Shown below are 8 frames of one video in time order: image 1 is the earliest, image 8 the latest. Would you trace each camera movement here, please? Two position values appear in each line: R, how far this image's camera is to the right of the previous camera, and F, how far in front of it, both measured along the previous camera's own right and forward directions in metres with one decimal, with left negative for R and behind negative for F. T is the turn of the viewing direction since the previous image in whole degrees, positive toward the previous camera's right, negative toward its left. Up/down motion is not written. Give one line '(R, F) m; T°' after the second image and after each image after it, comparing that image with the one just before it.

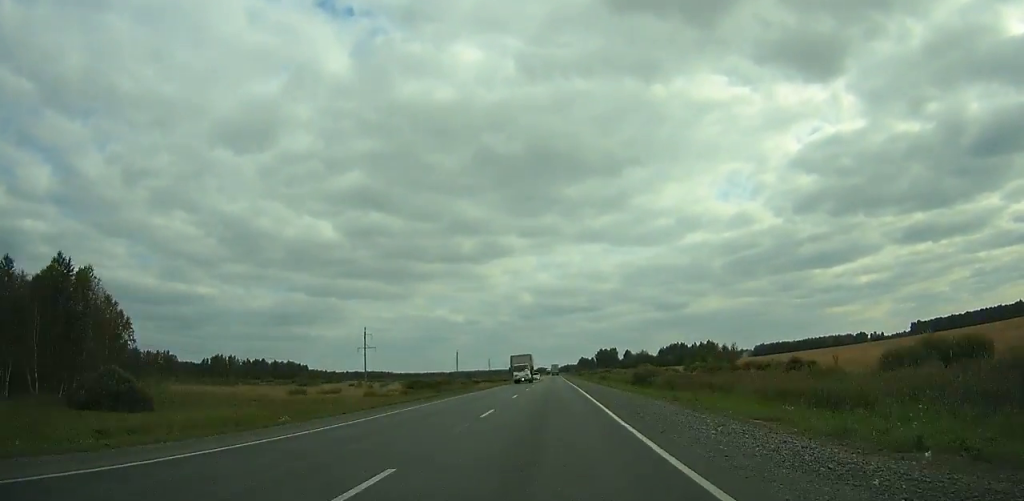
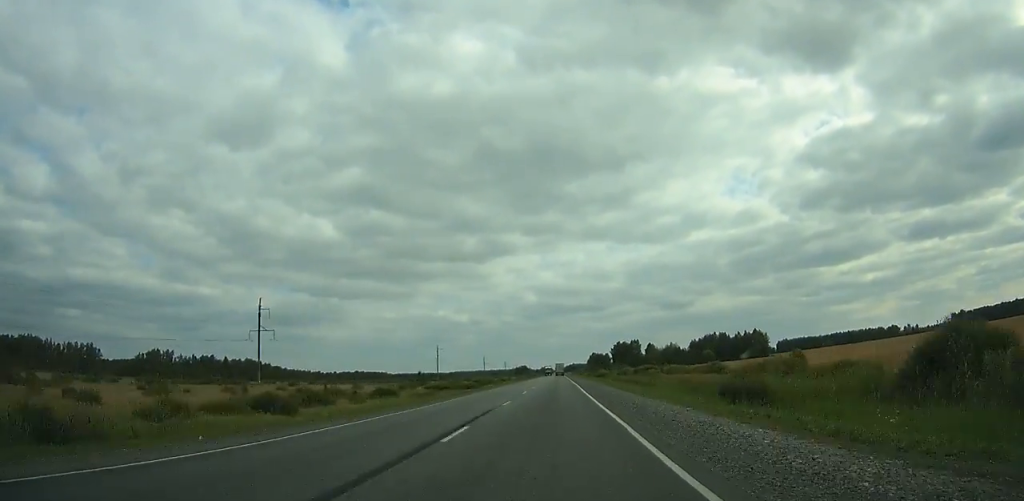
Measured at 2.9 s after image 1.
(-0.1, +88.6) m; 0°
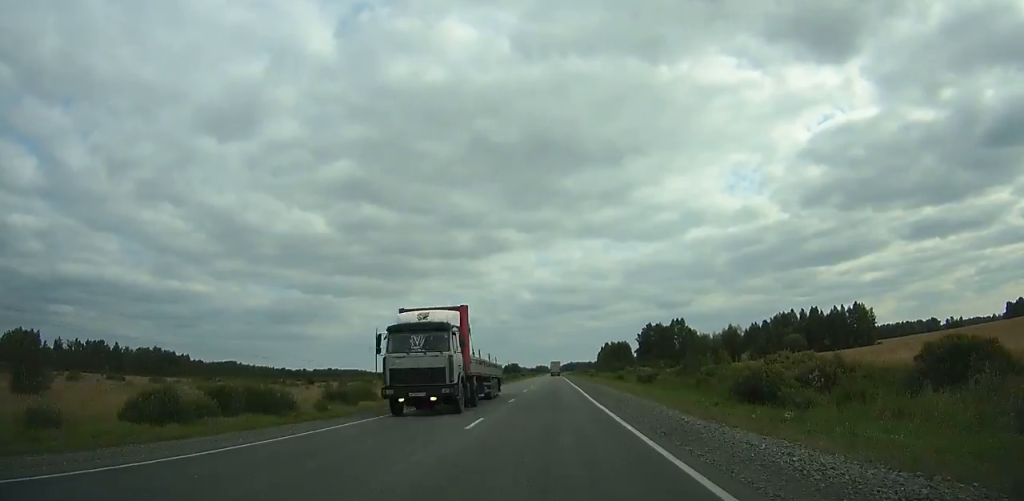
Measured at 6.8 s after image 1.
(-0.2, +117.3) m; 0°
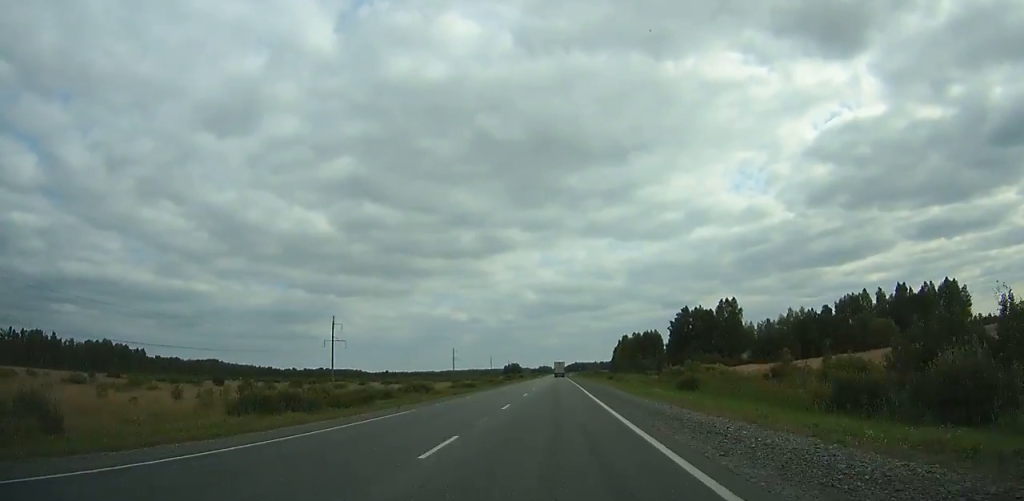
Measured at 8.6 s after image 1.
(0.0, +53.4) m; 0°
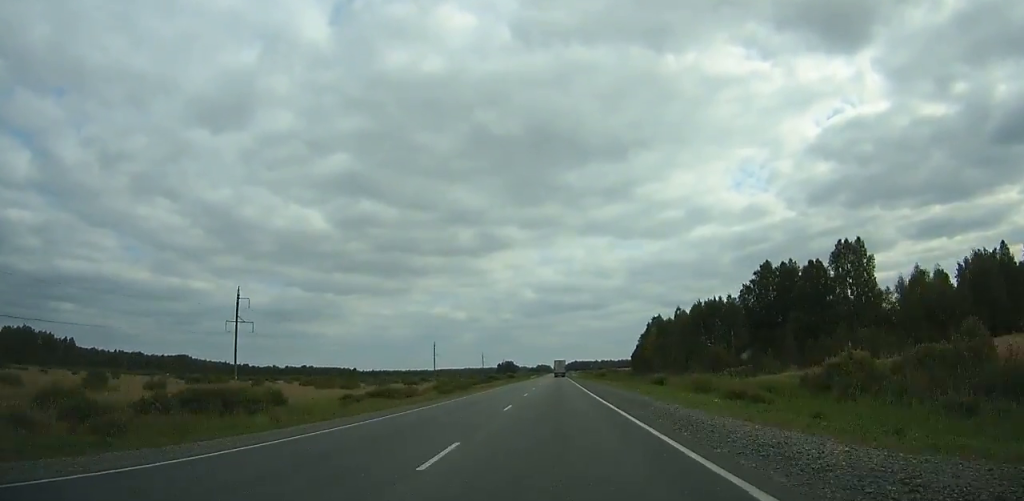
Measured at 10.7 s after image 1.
(0.0, +61.6) m; 0°
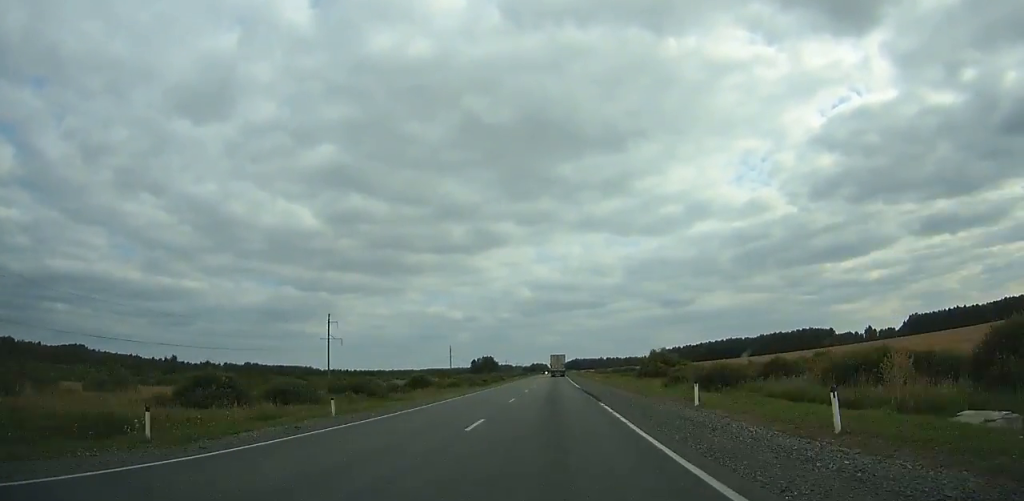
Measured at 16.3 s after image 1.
(+0.1, +161.9) m; 0°
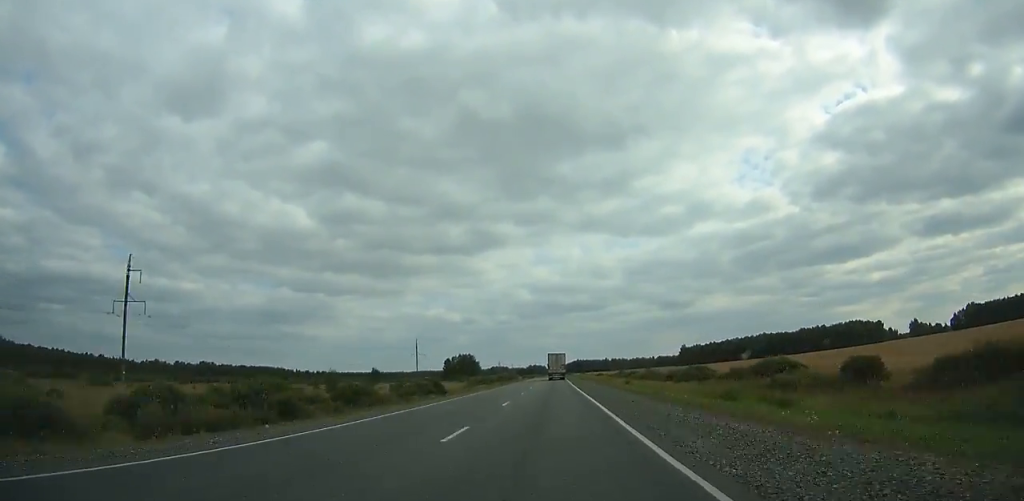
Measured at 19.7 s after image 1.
(0.0, +97.1) m; 0°
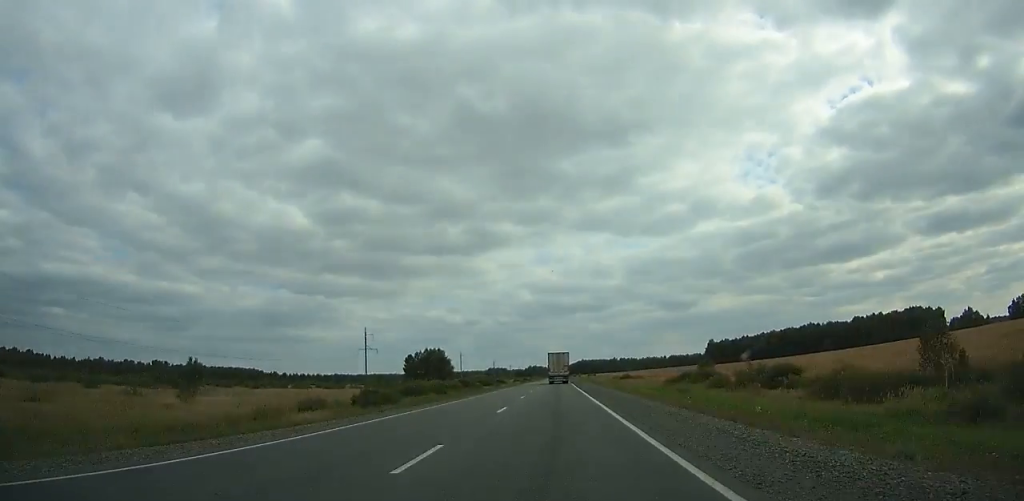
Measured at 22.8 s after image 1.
(0.0, +87.9) m; 0°
